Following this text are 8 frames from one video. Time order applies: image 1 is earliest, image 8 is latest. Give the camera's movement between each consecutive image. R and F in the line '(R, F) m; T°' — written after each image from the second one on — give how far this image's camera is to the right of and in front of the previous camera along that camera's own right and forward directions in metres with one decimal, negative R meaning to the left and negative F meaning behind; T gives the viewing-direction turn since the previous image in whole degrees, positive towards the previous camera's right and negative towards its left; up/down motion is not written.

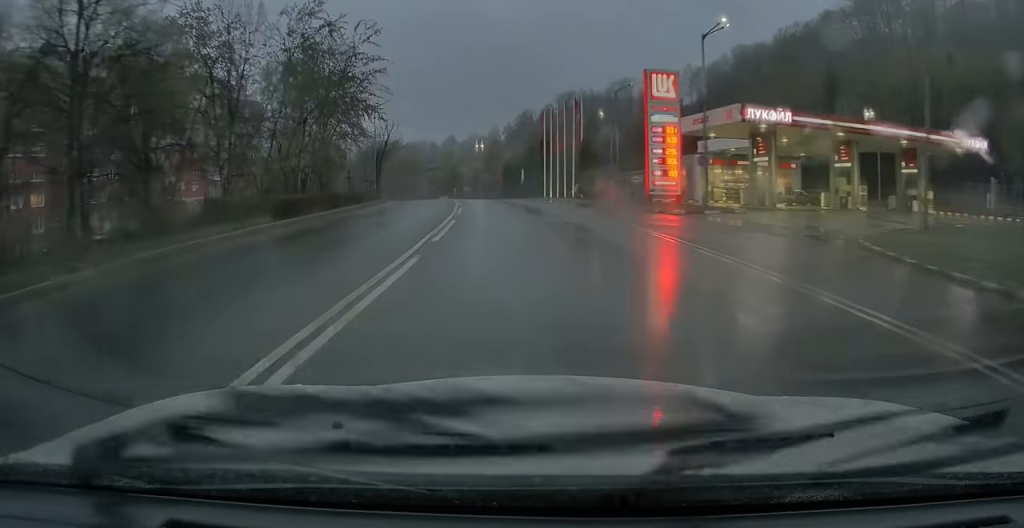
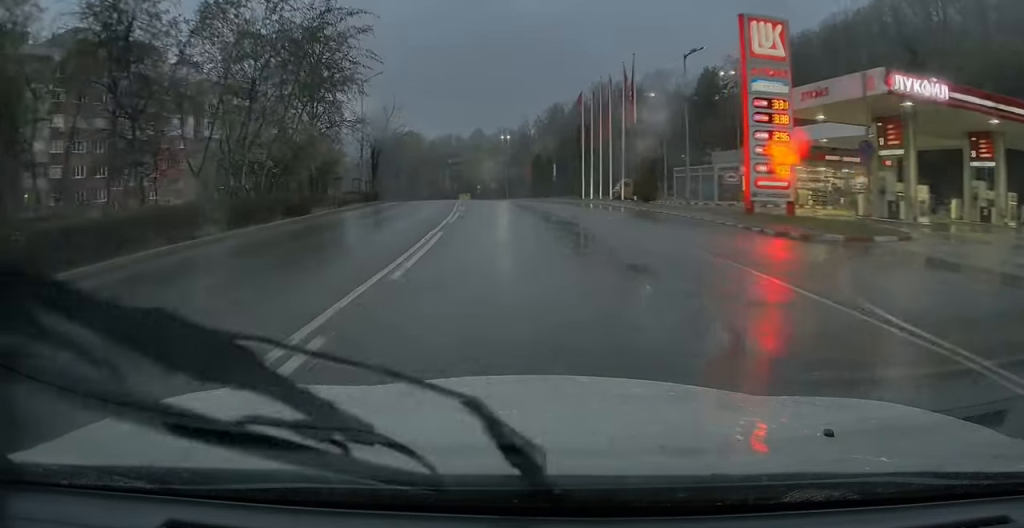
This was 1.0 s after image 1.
(-0.3, +13.5) m; -3°
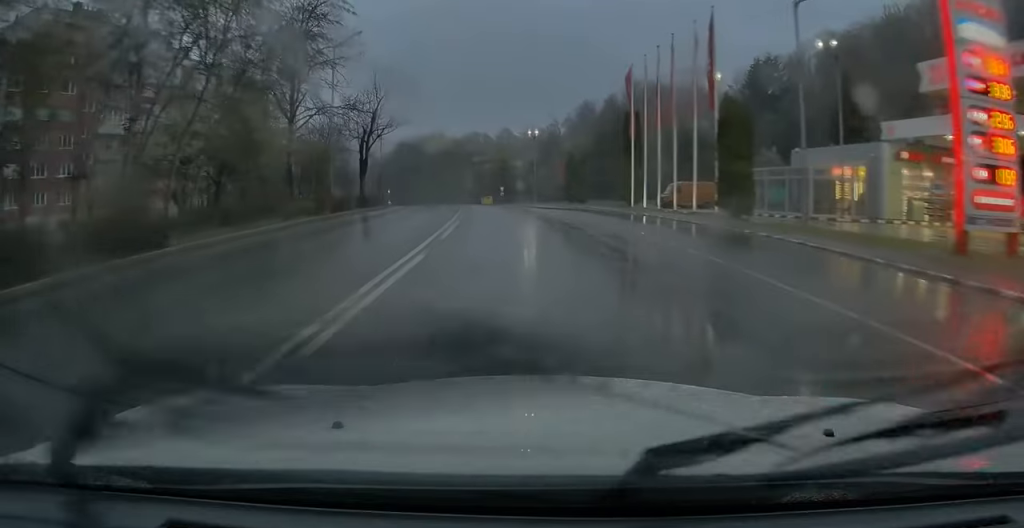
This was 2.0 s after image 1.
(-0.3, +12.3) m; -3°
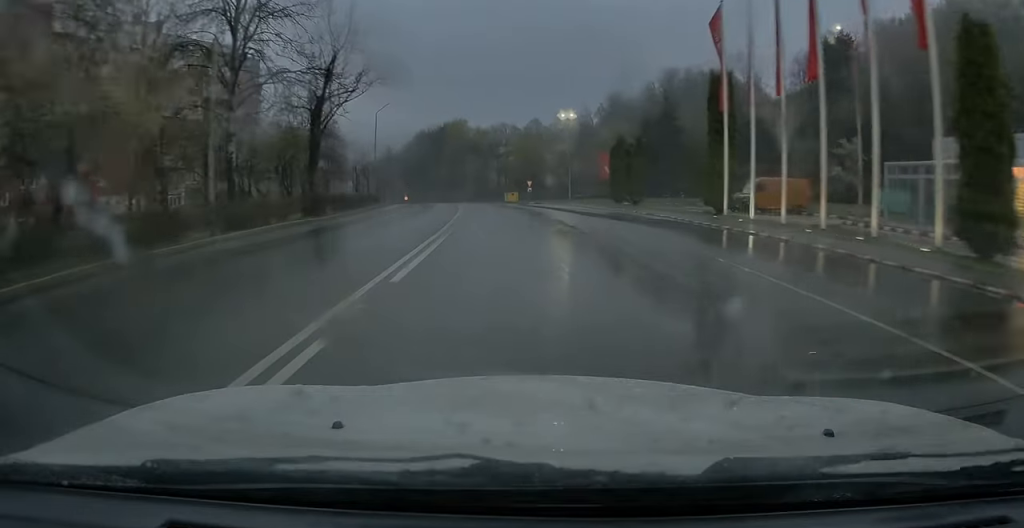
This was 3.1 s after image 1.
(-0.4, +14.8) m; -3°
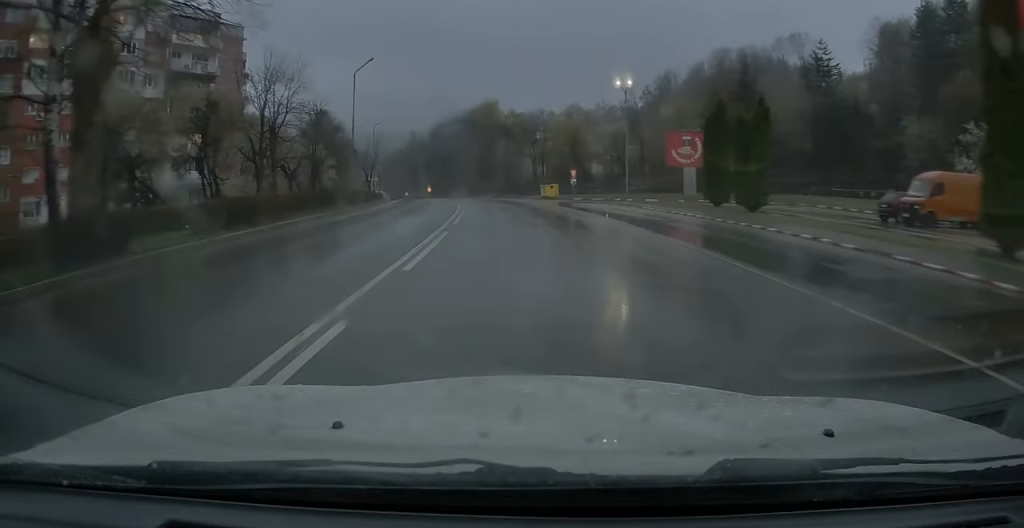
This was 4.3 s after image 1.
(-0.6, +17.3) m; -3°
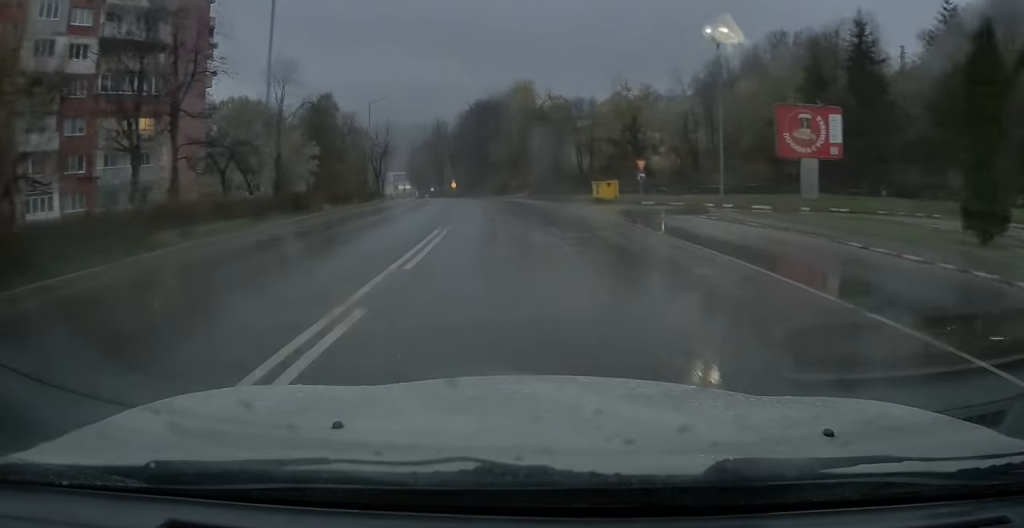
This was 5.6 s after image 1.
(-0.3, +17.6) m; -2°
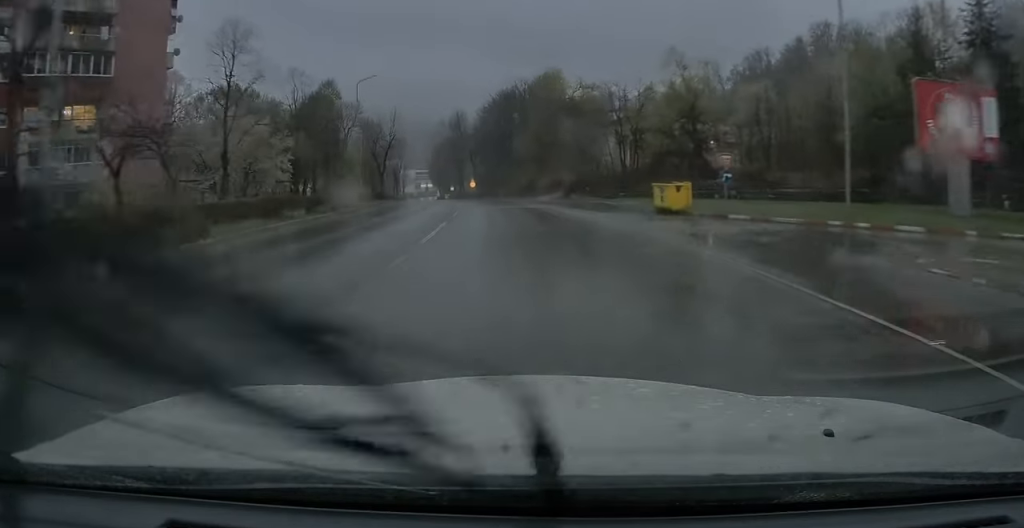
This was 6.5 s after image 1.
(-0.3, +12.2) m; -2°
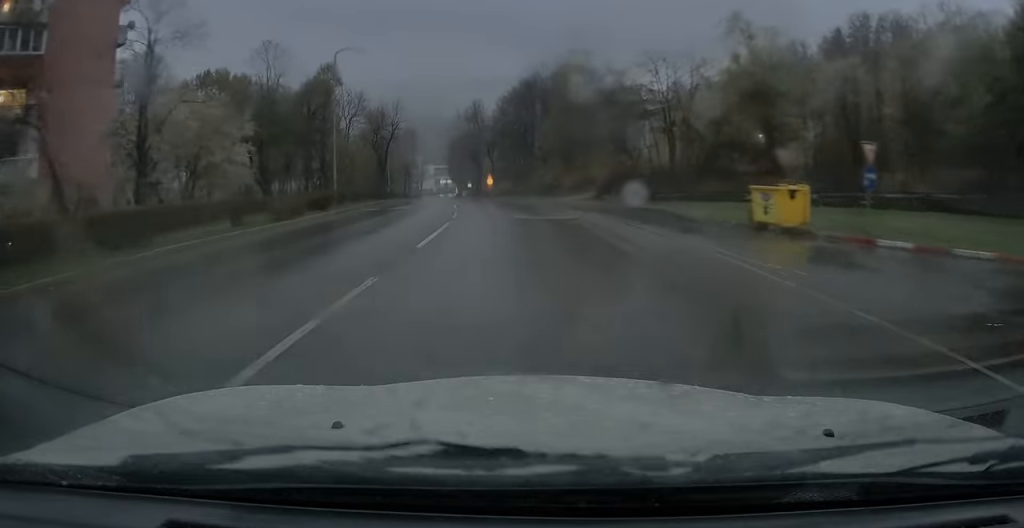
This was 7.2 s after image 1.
(-0.2, +9.9) m; -2°
